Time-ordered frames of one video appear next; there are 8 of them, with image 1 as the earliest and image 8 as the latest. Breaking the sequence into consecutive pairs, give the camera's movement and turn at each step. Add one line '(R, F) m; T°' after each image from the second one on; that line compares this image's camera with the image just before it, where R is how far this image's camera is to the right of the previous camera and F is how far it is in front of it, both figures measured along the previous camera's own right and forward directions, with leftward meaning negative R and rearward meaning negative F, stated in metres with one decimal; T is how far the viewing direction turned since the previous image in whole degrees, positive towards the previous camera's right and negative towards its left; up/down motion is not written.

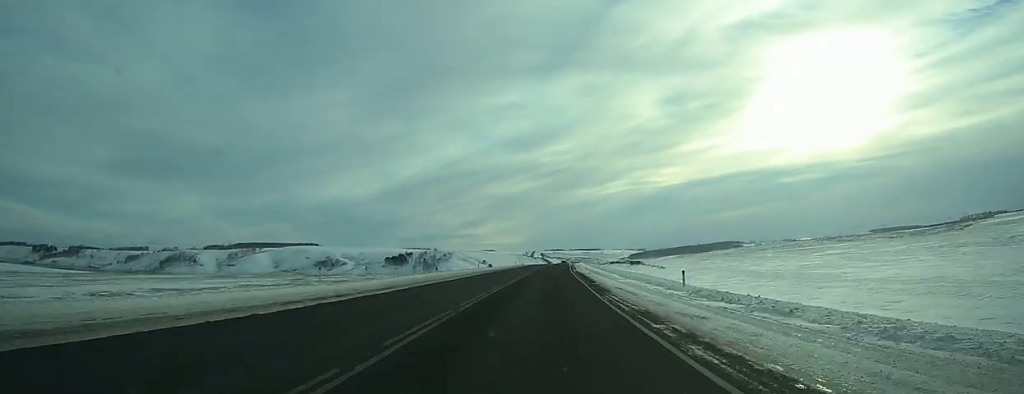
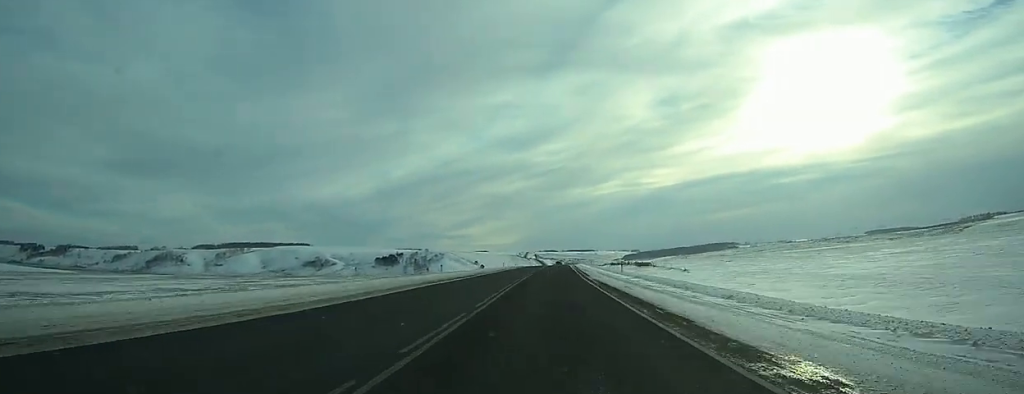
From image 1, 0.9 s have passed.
(+0.1, +24.3) m; +1°
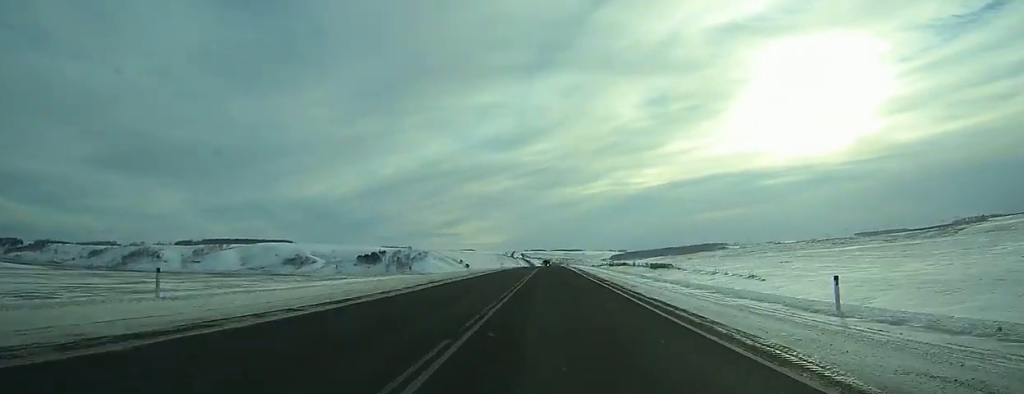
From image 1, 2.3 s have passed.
(+0.2, +36.4) m; +1°
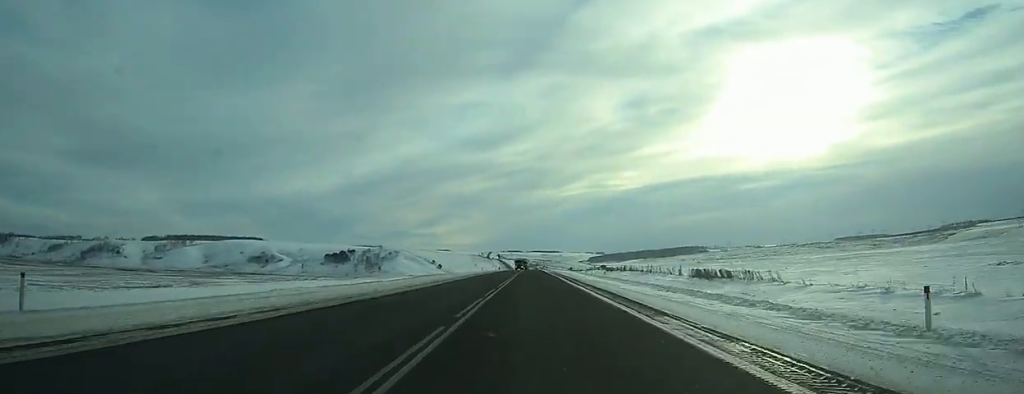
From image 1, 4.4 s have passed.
(+0.8, +53.9) m; +2°
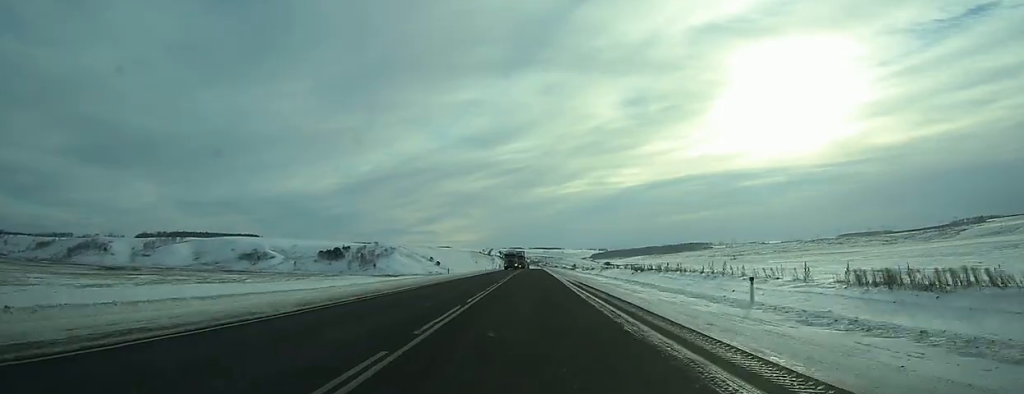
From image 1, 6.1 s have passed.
(+0.5, +43.6) m; +1°
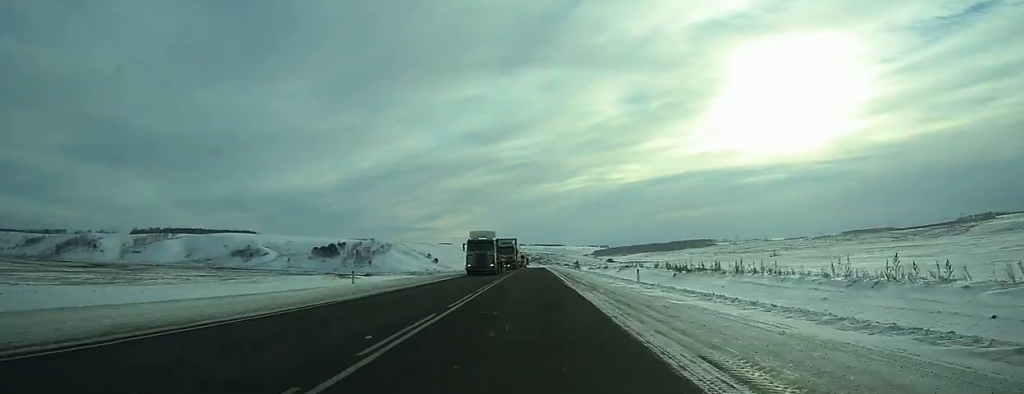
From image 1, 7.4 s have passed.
(+0.1, +34.8) m; 0°
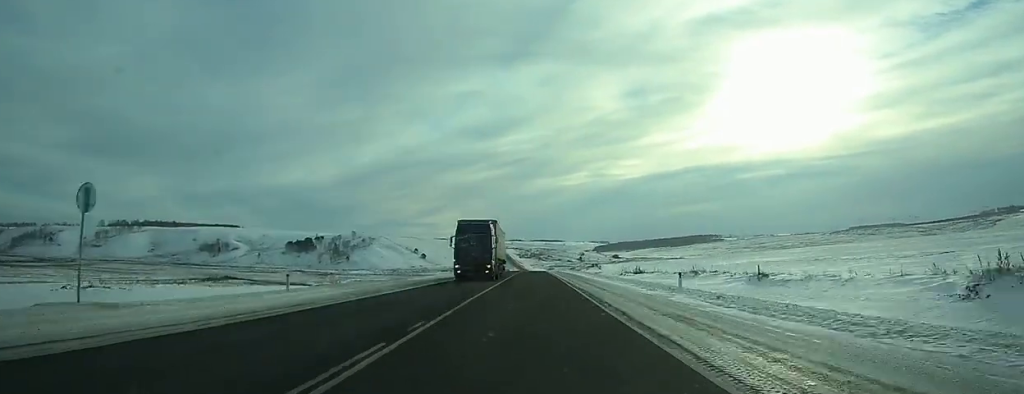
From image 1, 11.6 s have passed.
(-0.1, +109.5) m; 0°
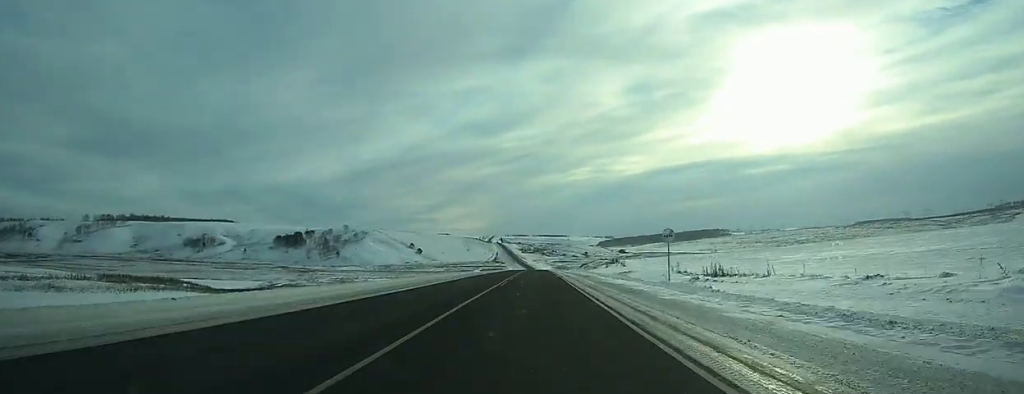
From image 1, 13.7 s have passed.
(-0.1, +55.4) m; 0°
